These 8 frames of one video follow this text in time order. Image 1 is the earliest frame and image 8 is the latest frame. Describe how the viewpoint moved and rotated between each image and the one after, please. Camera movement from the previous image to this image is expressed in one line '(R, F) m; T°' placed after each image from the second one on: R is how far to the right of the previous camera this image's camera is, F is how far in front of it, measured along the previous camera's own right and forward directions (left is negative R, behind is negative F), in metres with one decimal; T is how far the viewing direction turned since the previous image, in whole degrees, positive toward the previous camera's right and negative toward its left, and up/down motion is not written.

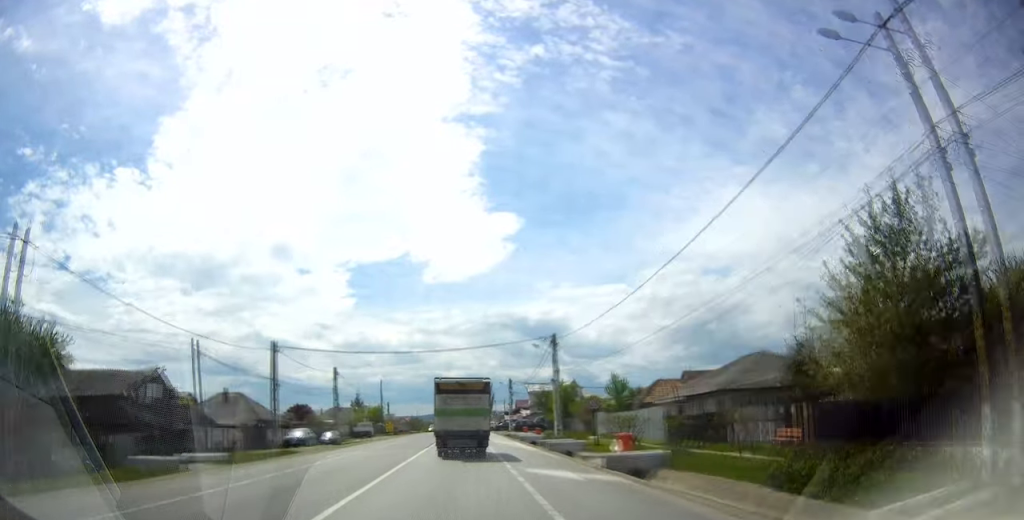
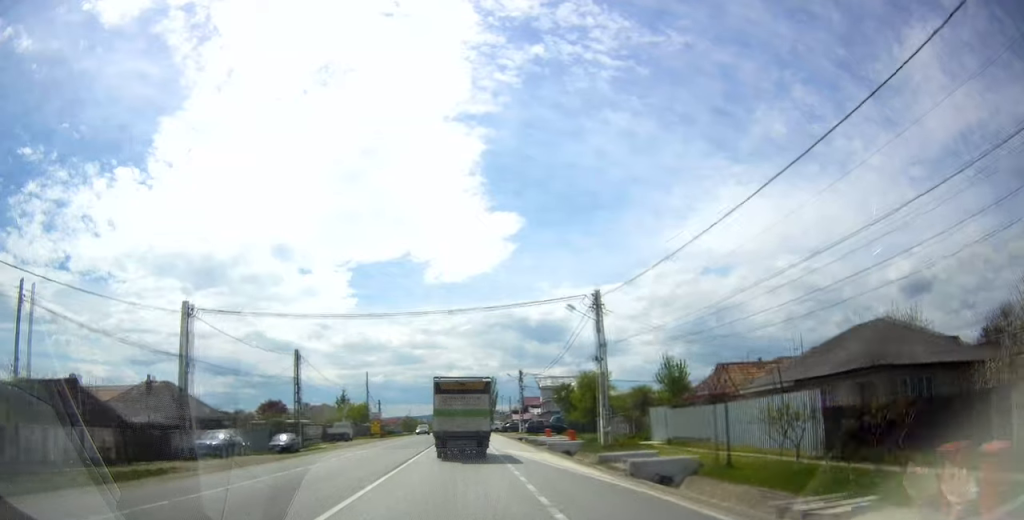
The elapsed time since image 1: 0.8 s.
(0.0, +15.7) m; 0°
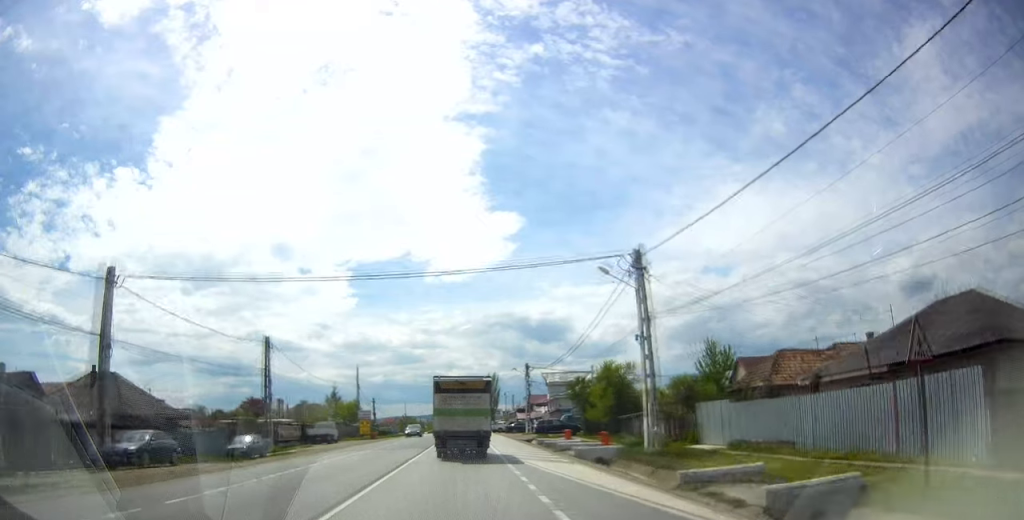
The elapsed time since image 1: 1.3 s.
(+0.1, +8.2) m; 0°
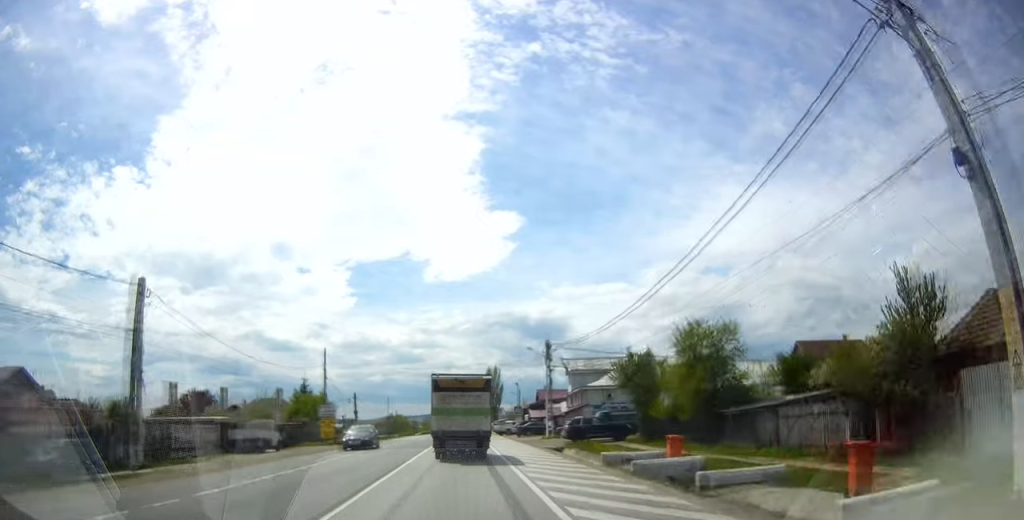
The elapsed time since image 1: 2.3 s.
(0.0, +18.7) m; -1°
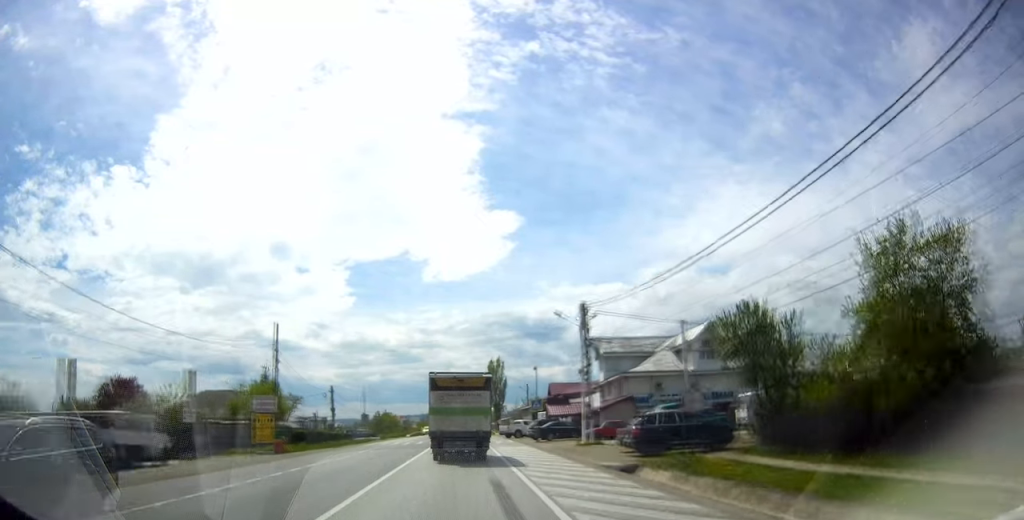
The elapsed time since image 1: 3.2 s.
(-0.2, +16.4) m; -1°
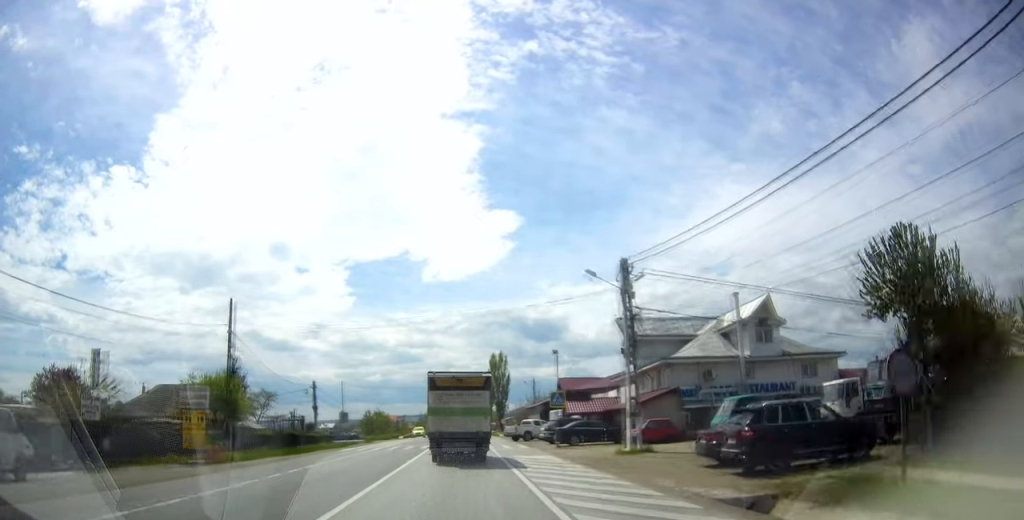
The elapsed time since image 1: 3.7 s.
(-0.1, +9.7) m; 0°
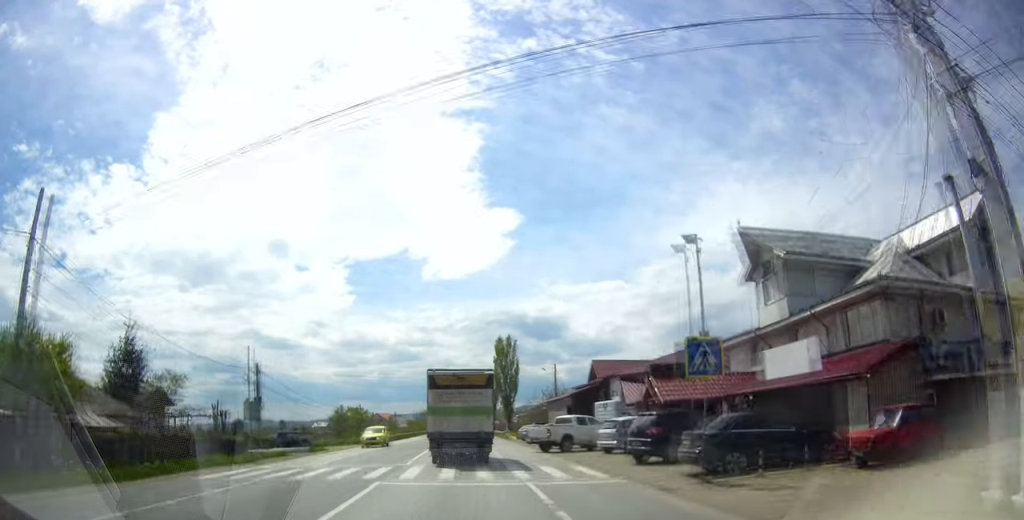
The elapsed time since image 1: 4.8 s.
(+0.1, +20.8) m; 0°
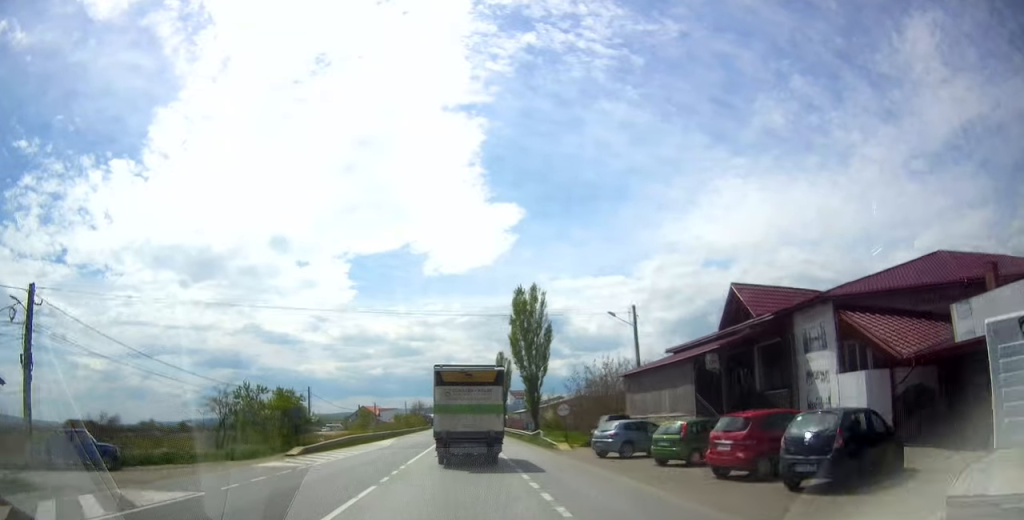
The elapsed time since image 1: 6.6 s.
(-0.3, +32.1) m; 0°
